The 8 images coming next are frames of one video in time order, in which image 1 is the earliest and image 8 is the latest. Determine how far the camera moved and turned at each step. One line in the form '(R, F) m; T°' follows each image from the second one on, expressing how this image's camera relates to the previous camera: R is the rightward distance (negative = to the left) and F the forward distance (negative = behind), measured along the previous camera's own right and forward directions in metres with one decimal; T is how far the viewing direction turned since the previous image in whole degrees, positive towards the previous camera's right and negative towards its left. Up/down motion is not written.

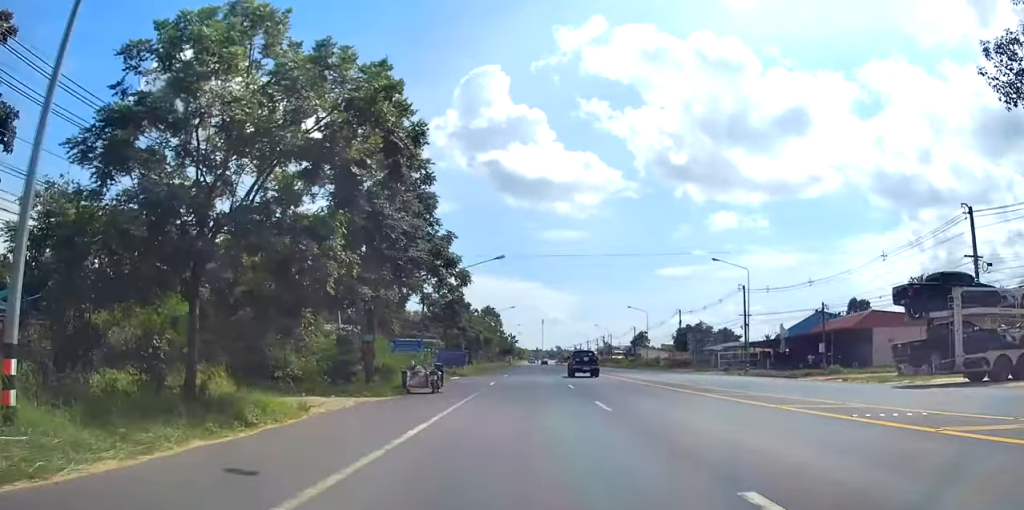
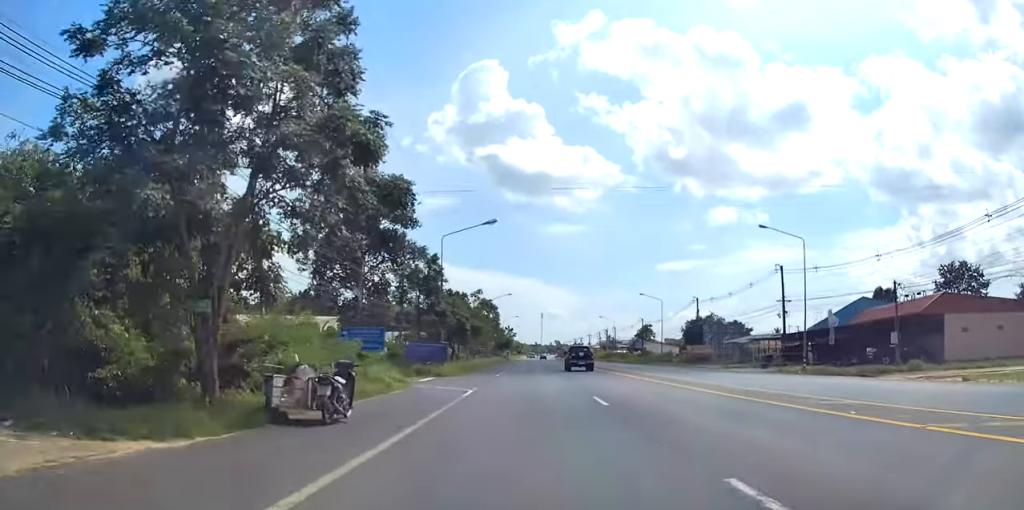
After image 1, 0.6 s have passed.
(-0.4, +12.1) m; 0°
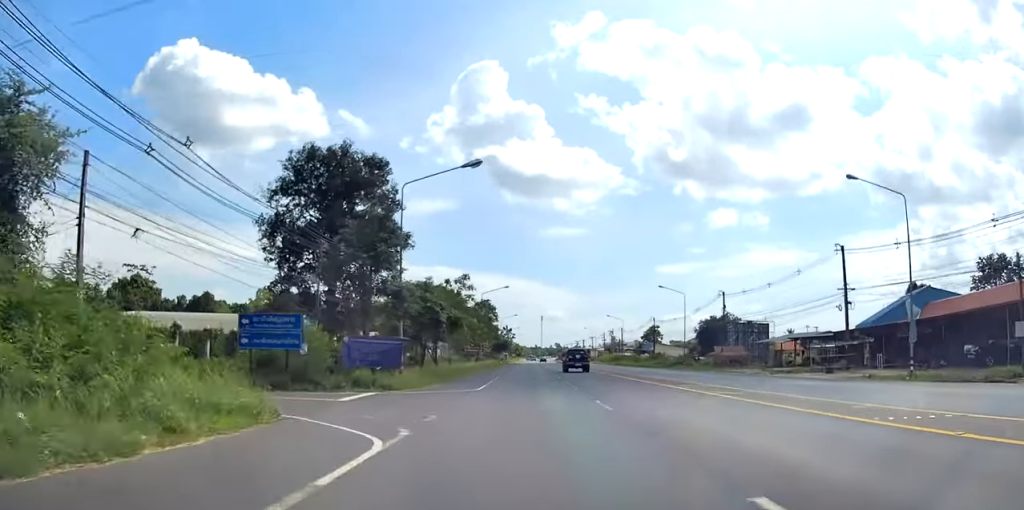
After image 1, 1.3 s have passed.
(-0.1, +13.0) m; 0°
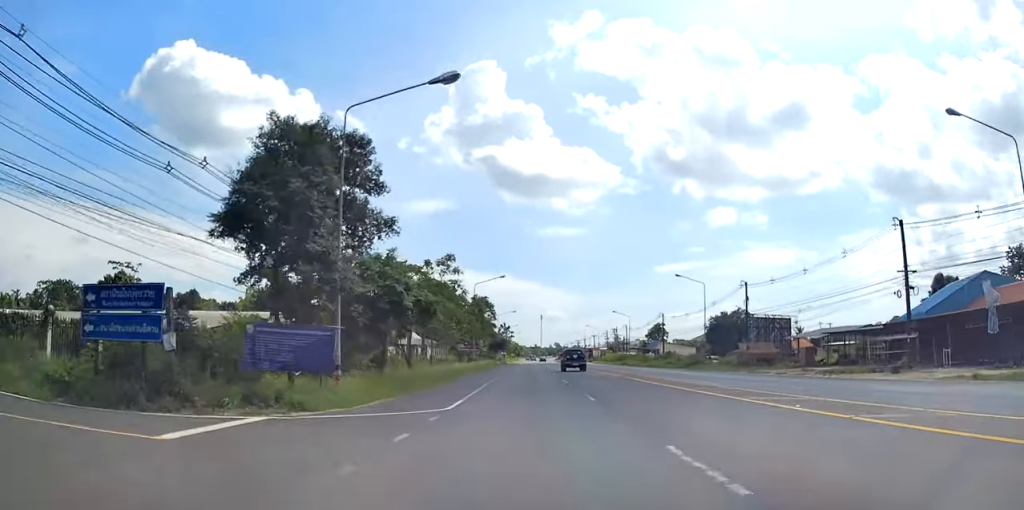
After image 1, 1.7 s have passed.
(+0.3, +8.8) m; 0°
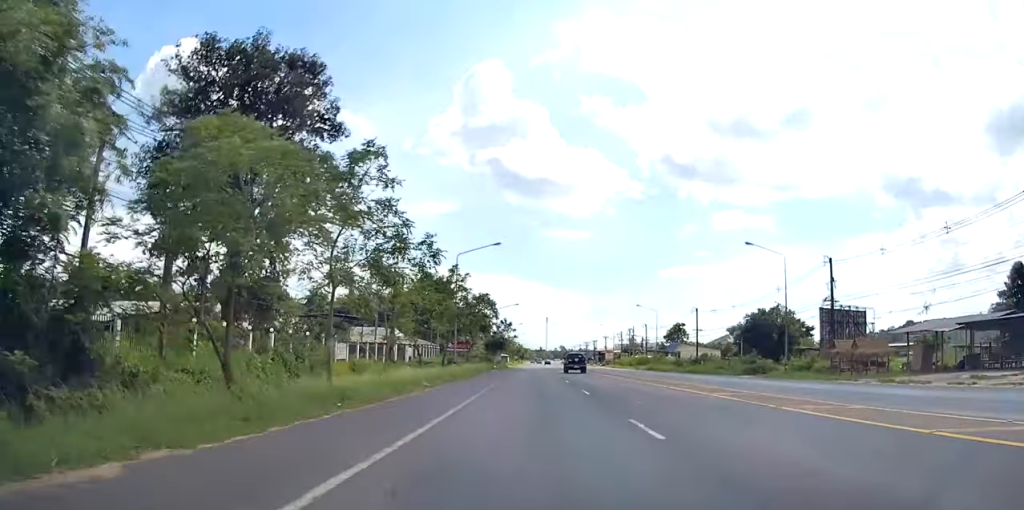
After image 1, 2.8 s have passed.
(-0.3, +20.9) m; 0°
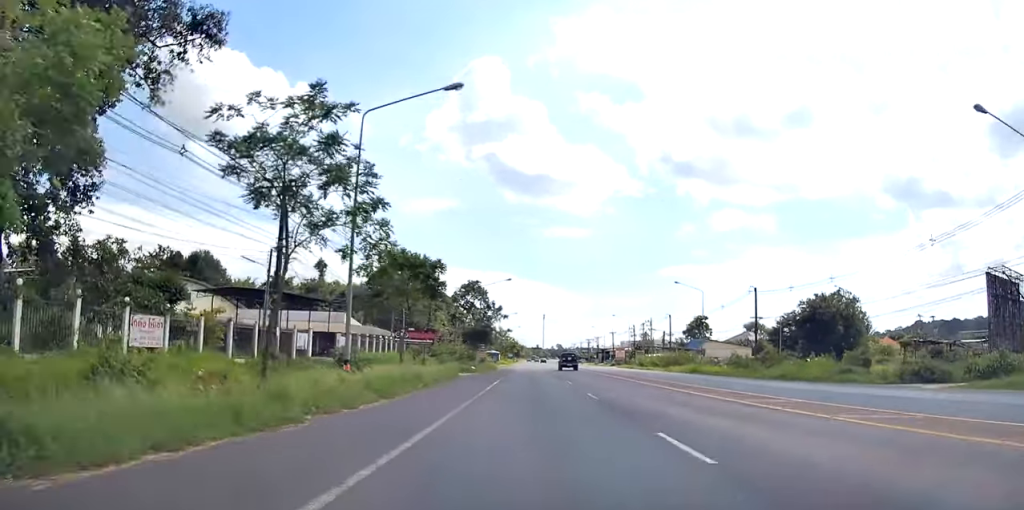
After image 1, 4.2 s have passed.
(+0.4, +26.4) m; 0°
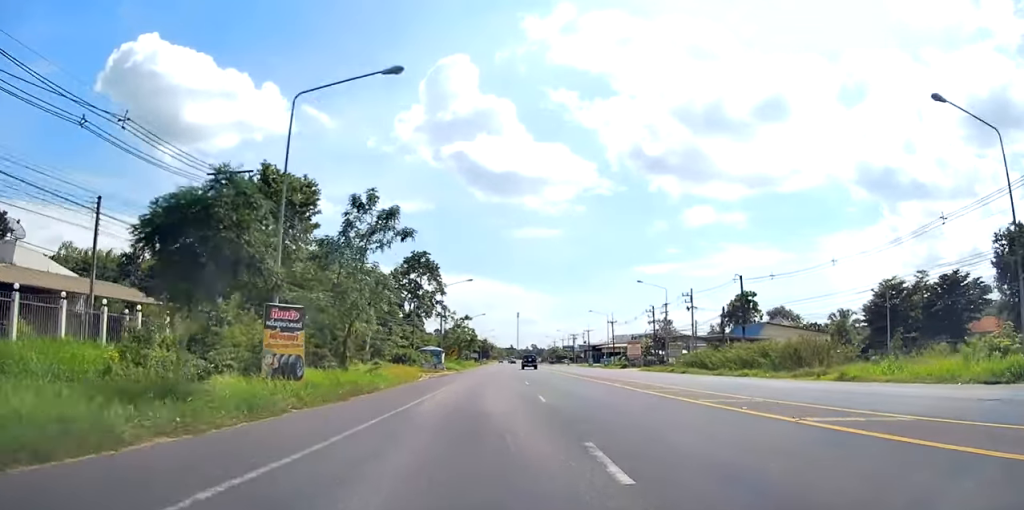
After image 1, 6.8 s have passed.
(+0.4, +49.2) m; +2°
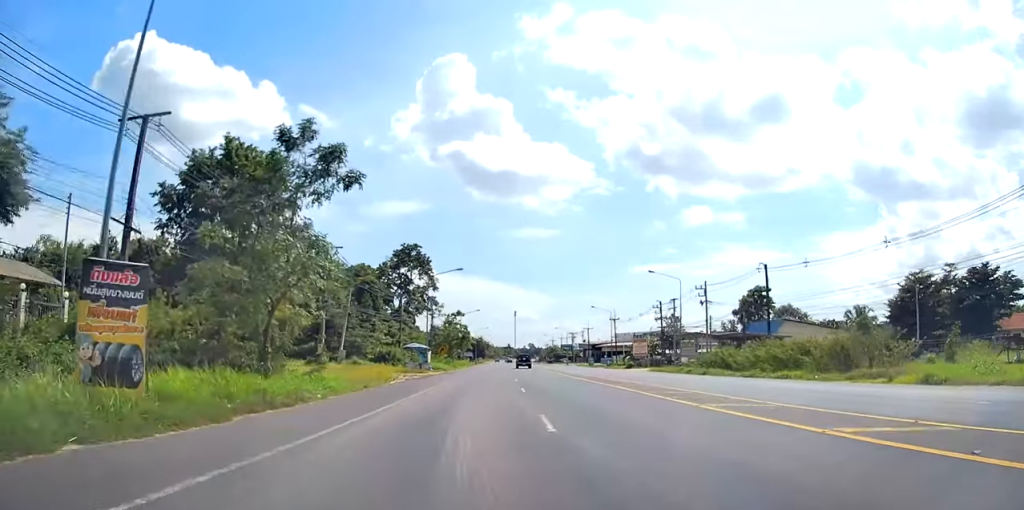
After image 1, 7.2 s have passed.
(0.0, +7.9) m; 0°
